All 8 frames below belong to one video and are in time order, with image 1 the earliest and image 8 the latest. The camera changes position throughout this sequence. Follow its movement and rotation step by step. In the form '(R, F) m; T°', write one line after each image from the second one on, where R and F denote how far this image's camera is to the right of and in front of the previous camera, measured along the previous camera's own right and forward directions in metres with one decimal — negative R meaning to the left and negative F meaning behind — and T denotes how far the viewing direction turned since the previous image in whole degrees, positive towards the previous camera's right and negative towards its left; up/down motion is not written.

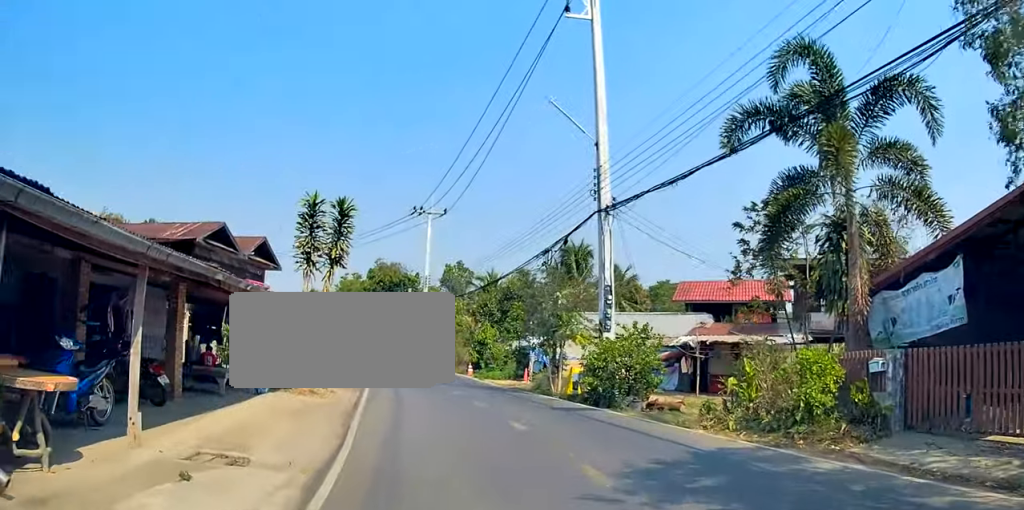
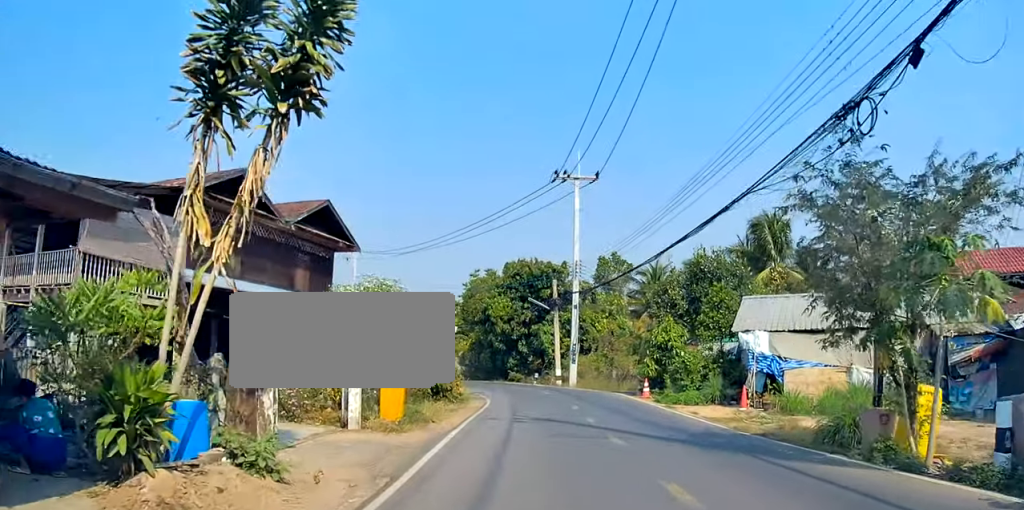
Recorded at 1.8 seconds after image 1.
(-1.4, +11.4) m; -13°
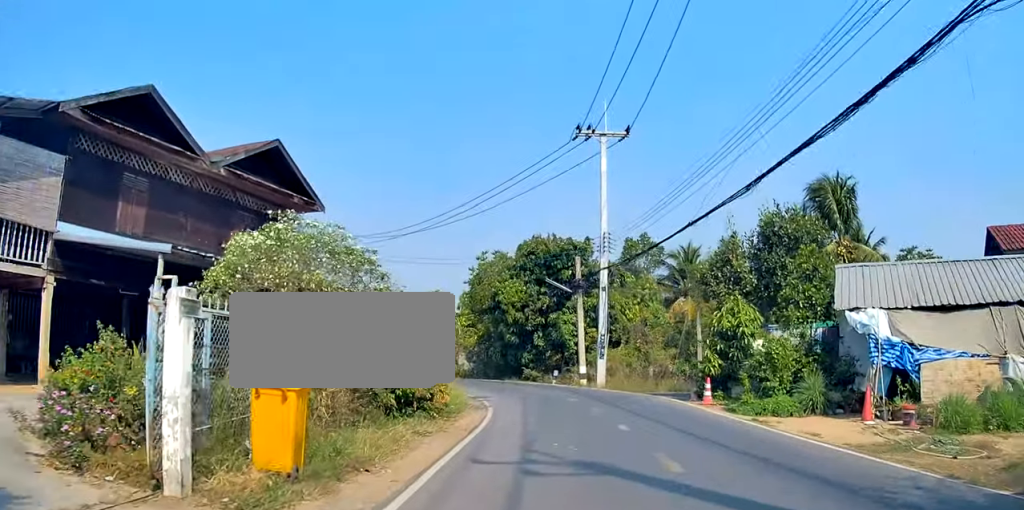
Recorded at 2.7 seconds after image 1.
(+0.1, +6.0) m; -6°
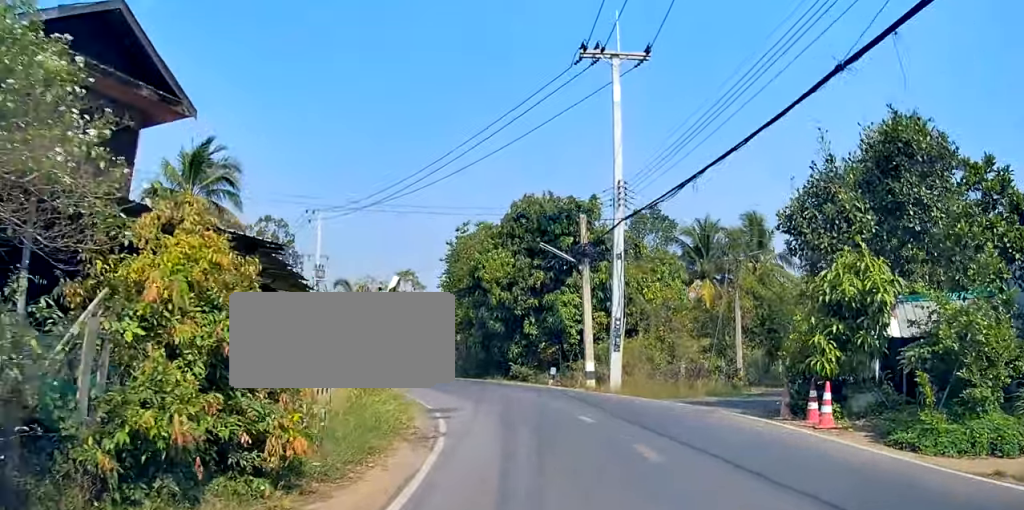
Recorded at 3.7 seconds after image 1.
(-0.8, +7.1) m; -7°
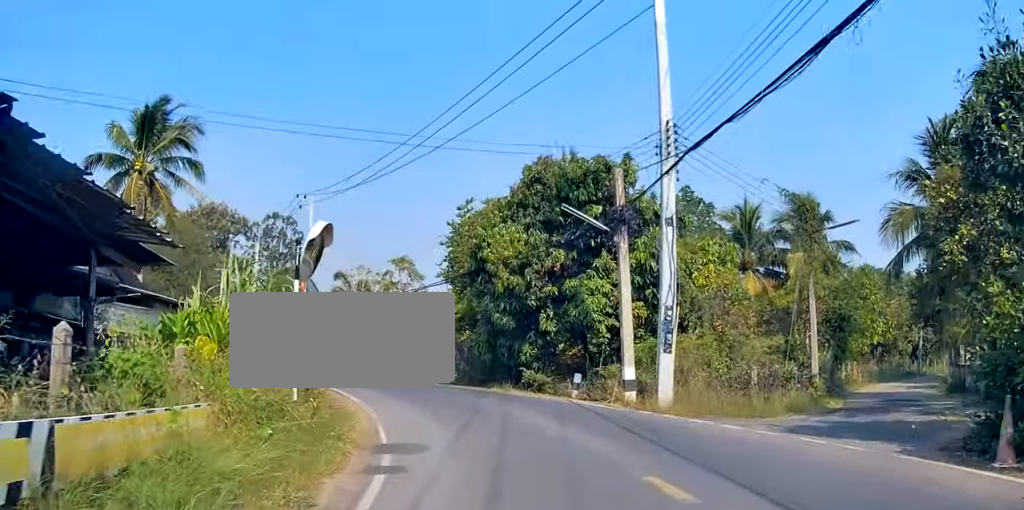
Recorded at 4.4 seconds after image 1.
(0.0, +5.7) m; 0°
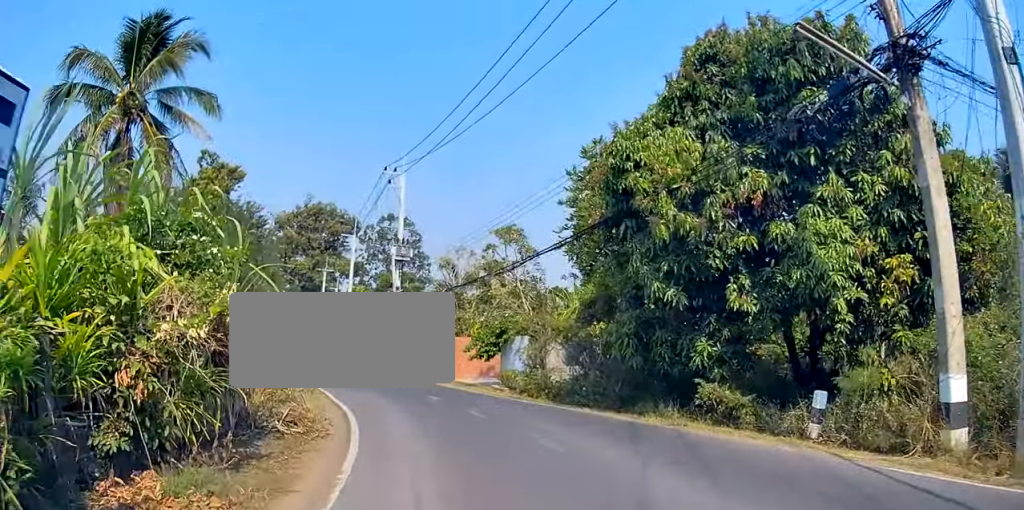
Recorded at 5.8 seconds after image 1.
(+0.1, +9.8) m; +1°
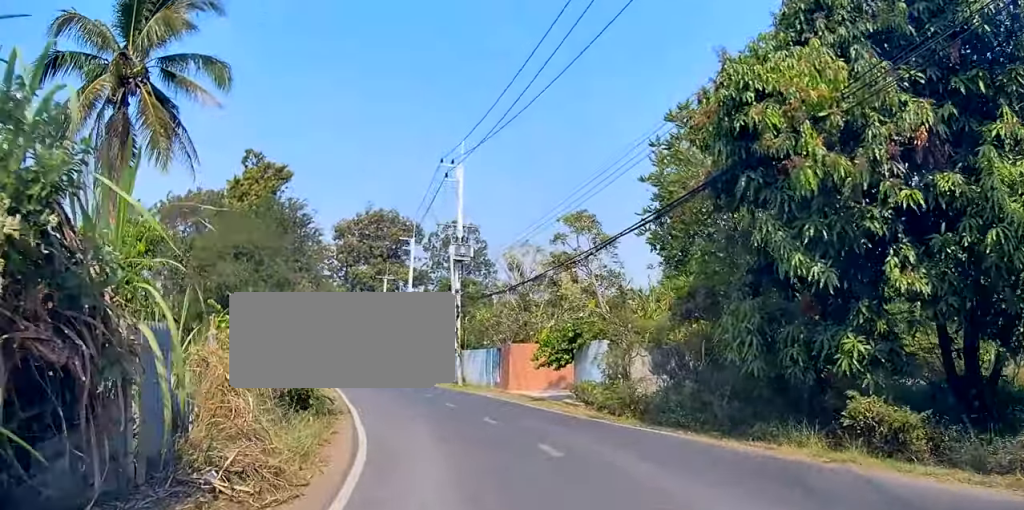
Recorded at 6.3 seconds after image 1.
(0.0, +4.0) m; -1°
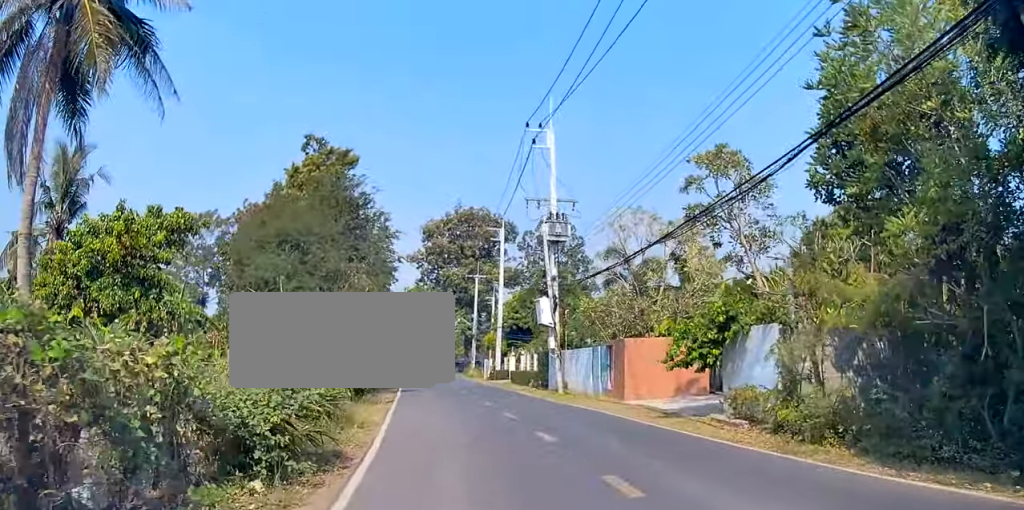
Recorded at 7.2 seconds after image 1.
(-0.1, +6.2) m; -5°
